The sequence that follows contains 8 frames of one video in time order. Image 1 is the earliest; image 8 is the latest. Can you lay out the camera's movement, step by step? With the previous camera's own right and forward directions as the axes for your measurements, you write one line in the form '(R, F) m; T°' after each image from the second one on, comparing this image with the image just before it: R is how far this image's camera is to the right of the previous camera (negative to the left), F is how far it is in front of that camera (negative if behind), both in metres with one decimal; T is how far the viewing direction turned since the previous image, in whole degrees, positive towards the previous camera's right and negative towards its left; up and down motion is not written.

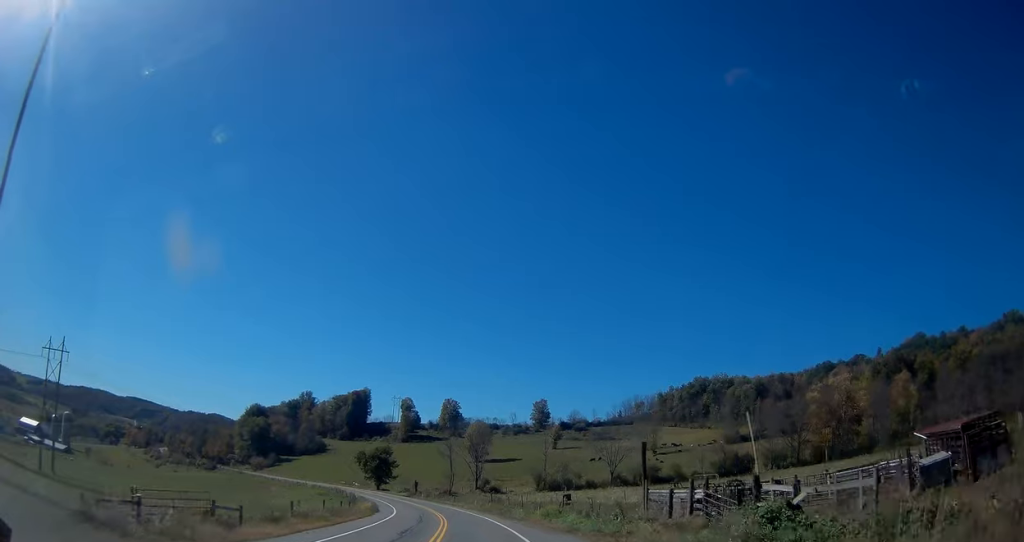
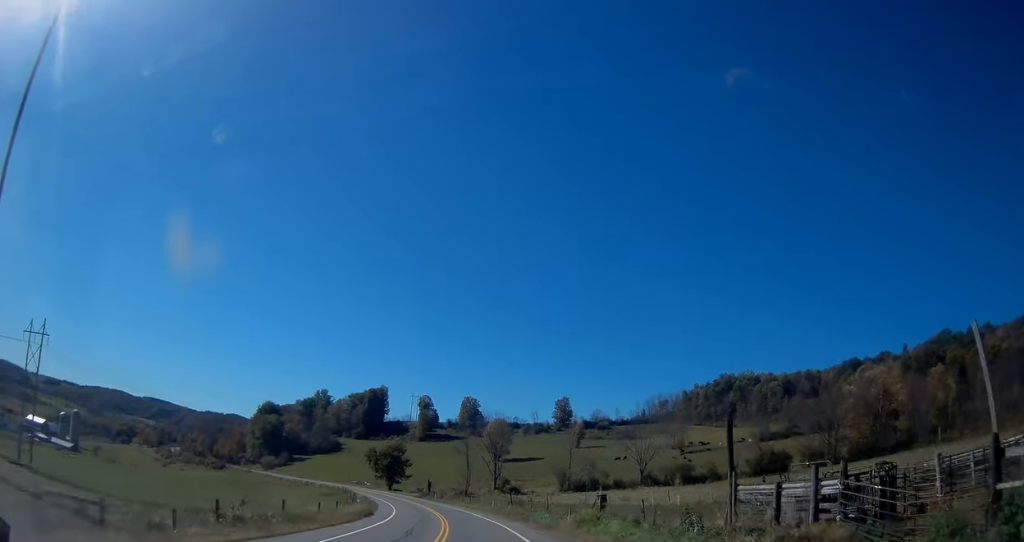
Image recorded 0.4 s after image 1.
(+0.1, +9.8) m; -1°
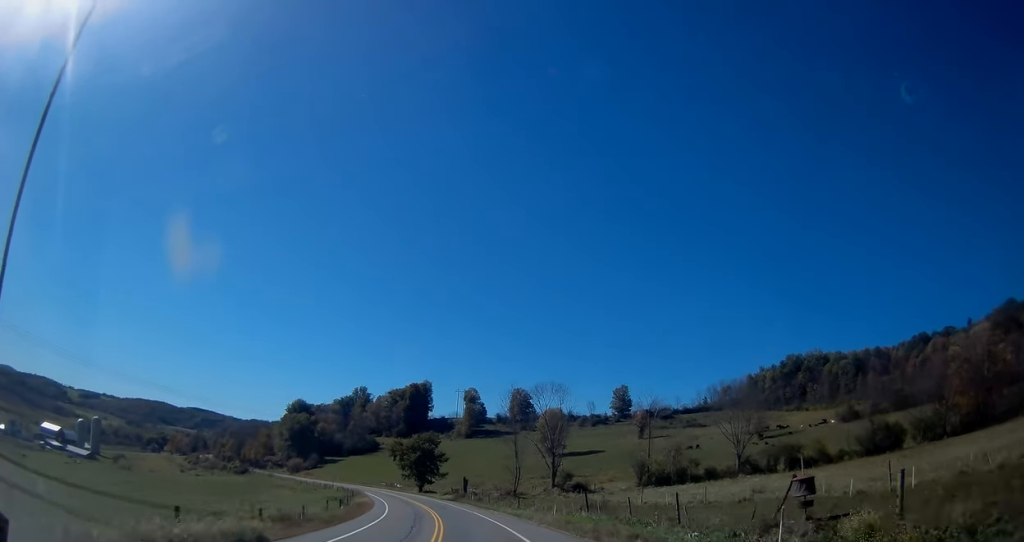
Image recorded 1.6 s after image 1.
(-1.2, +27.0) m; -5°
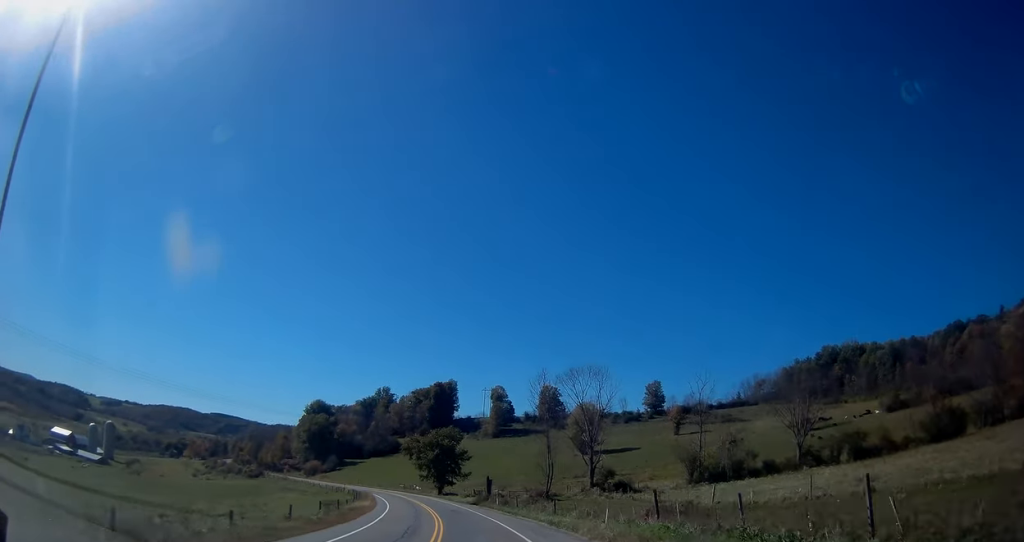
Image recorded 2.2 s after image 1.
(0.0, +12.0) m; -3°
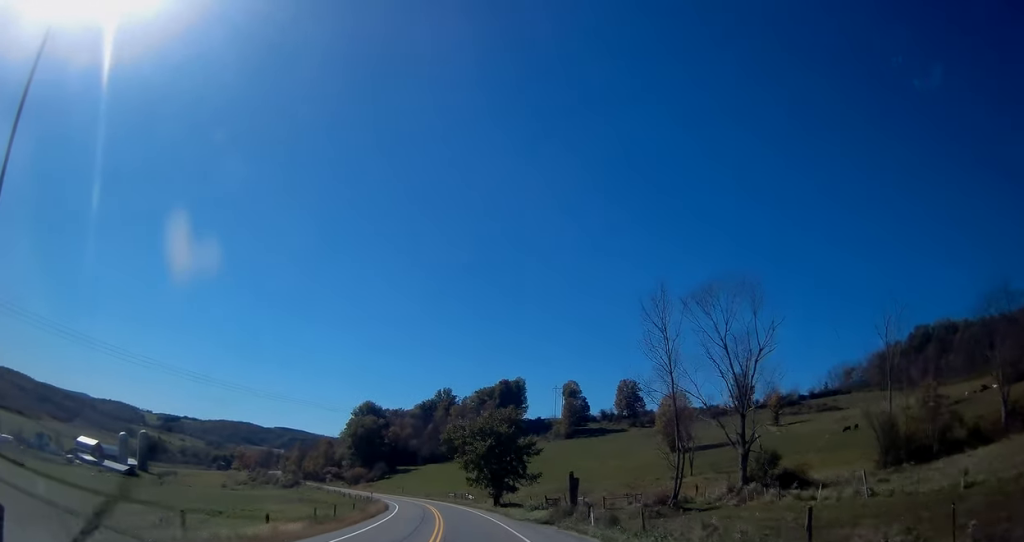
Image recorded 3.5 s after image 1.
(-2.1, +29.8) m; -8°
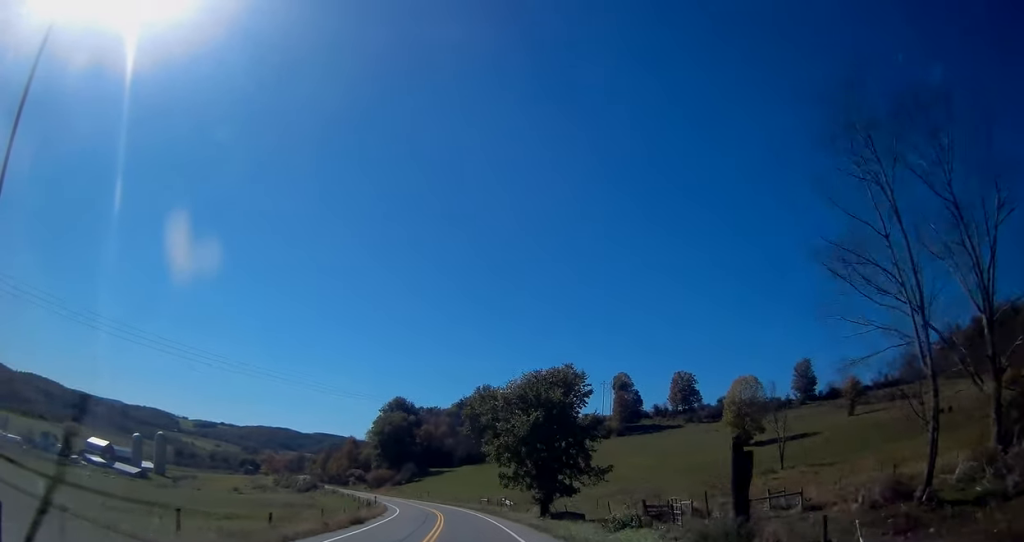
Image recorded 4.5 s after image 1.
(-1.2, +22.6) m; -4°
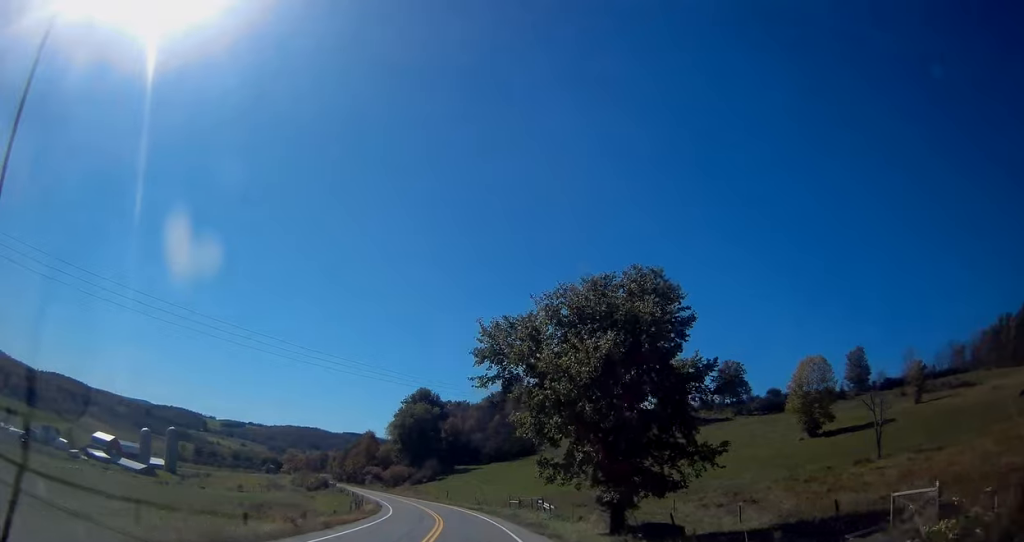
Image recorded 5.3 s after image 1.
(-0.3, +19.0) m; -3°
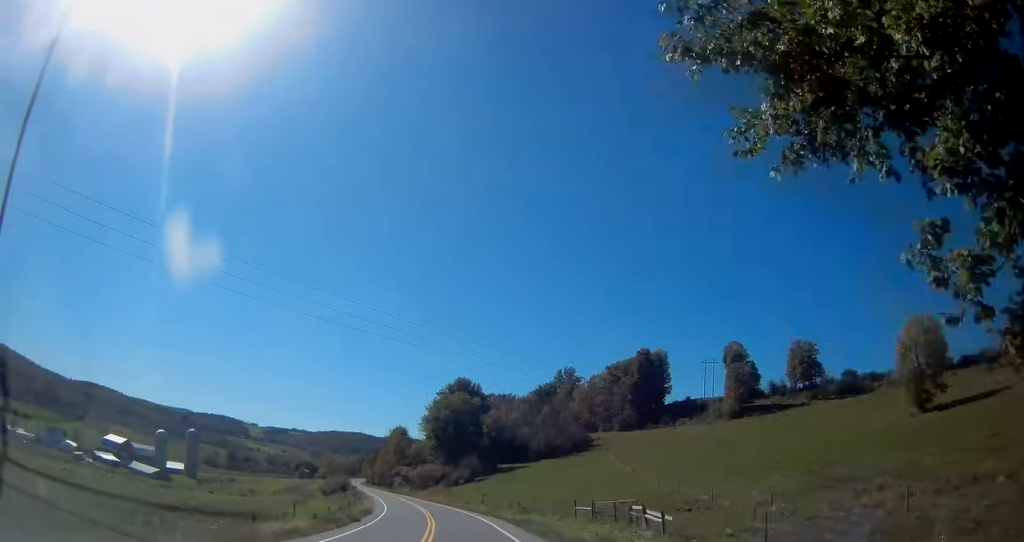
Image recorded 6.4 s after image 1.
(-1.0, +24.5) m; -6°
